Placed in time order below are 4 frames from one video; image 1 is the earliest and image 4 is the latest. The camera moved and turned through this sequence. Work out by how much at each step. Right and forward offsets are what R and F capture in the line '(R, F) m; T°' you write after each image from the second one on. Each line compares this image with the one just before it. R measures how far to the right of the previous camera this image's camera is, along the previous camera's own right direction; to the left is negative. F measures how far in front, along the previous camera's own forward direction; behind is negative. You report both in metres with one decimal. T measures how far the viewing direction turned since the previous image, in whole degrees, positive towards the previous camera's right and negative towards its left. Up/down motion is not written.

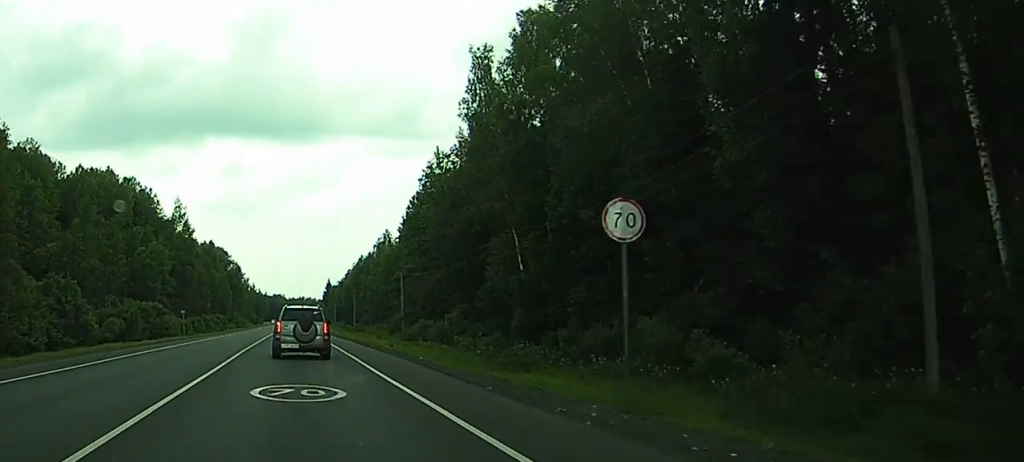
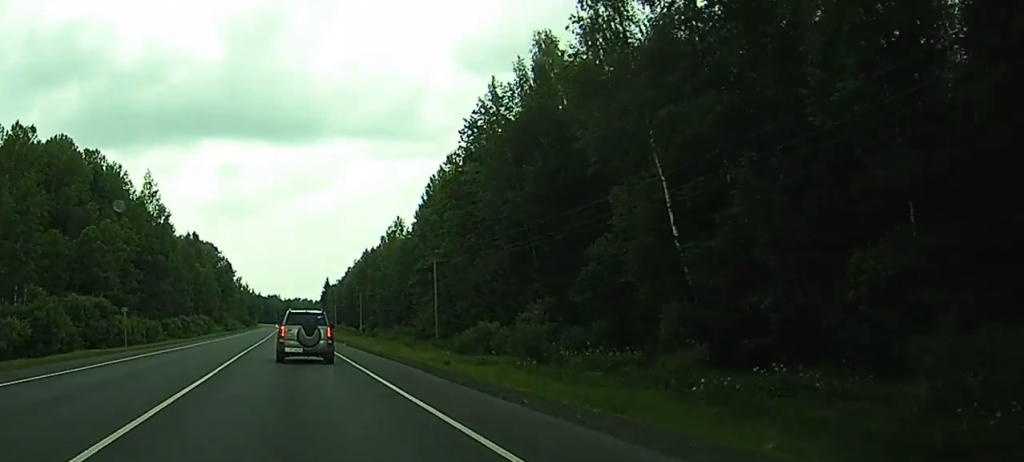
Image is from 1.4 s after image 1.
(0.0, +26.7) m; 0°
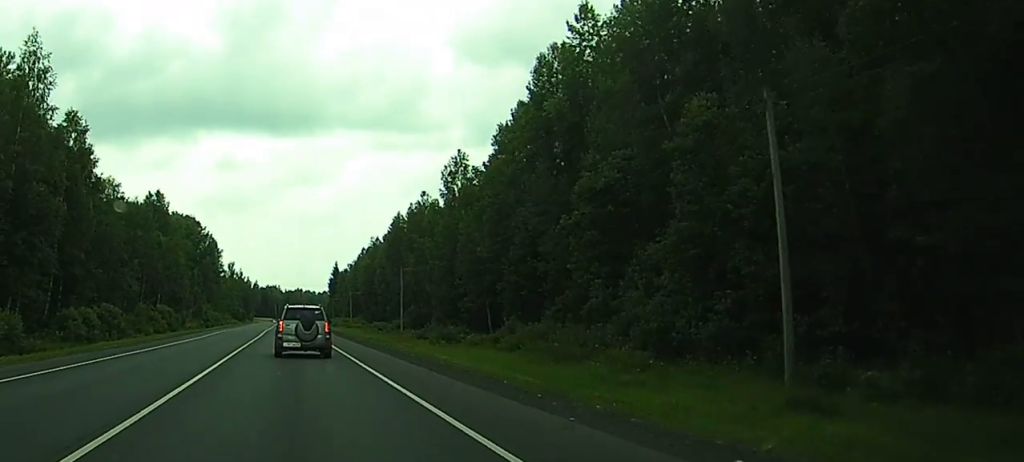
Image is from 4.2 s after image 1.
(+0.2, +57.2) m; 0°
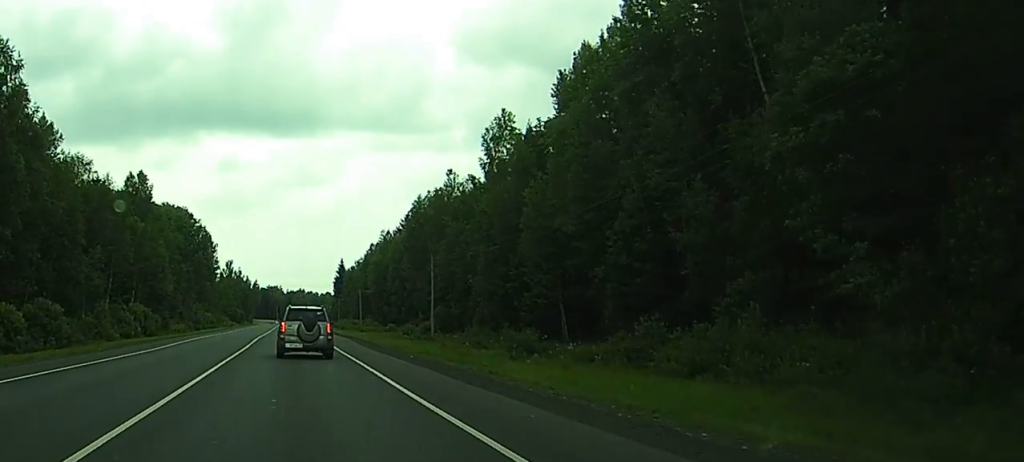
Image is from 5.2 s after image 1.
(-0.1, +21.2) m; 0°
